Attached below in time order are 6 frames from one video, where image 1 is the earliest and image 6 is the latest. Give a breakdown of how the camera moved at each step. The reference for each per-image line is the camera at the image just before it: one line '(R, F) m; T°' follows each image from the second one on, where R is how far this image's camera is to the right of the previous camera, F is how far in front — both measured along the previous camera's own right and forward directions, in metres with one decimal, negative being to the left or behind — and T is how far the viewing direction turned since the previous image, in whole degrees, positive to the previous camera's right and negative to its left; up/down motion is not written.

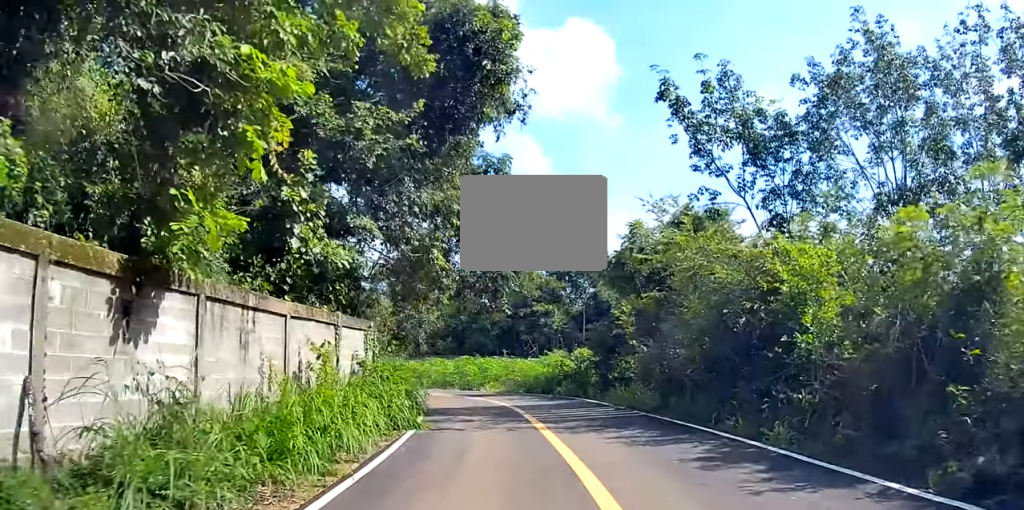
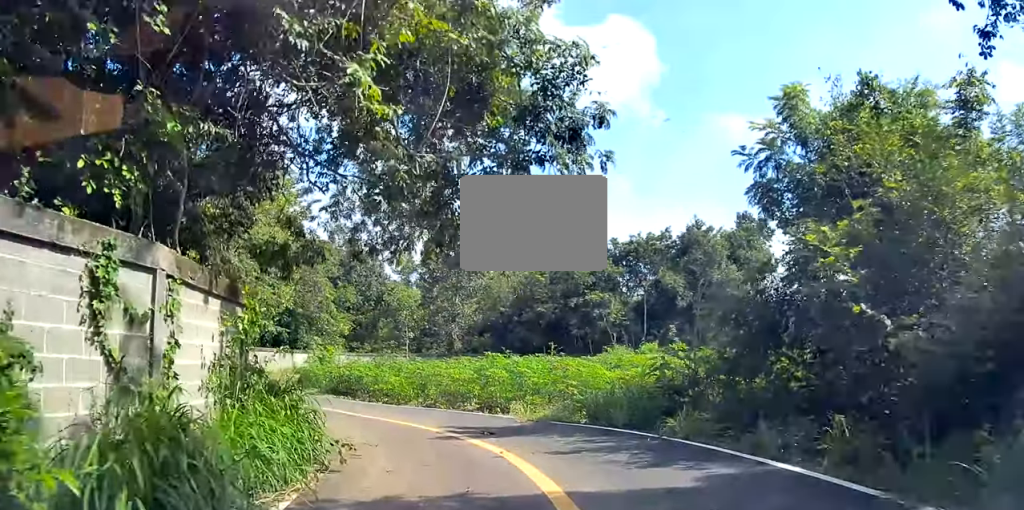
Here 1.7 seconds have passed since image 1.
(-0.8, +11.2) m; -14°
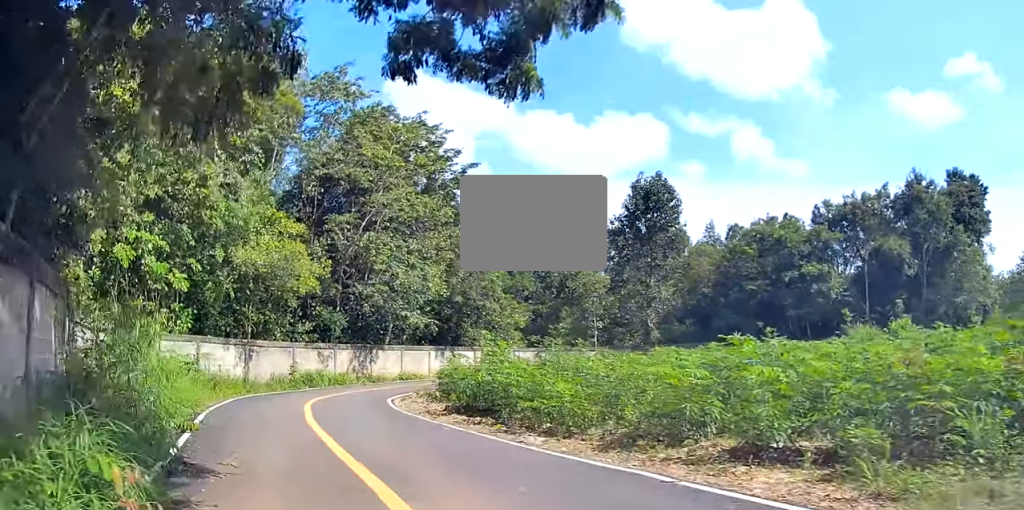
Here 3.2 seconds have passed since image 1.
(-0.3, +9.9) m; -2°
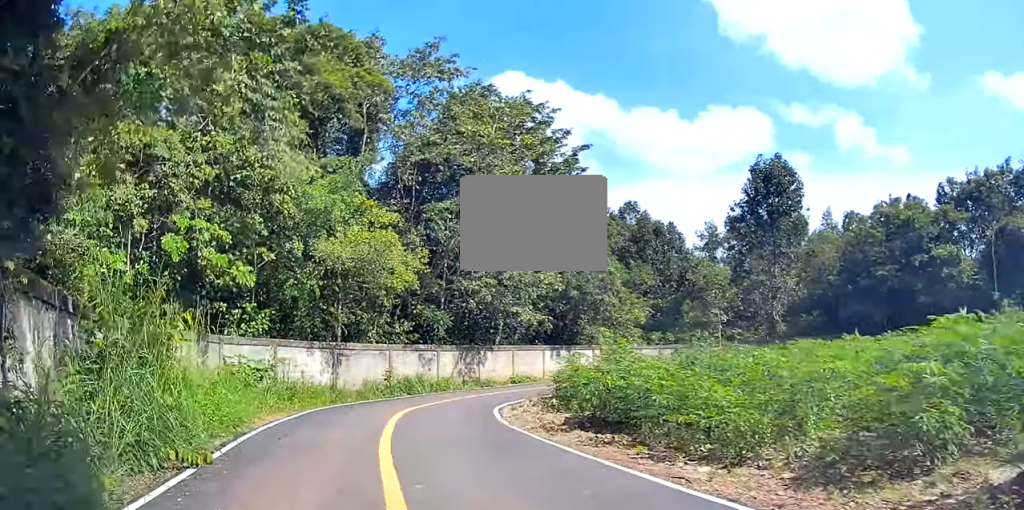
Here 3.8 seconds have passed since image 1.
(0.0, +3.8) m; -3°
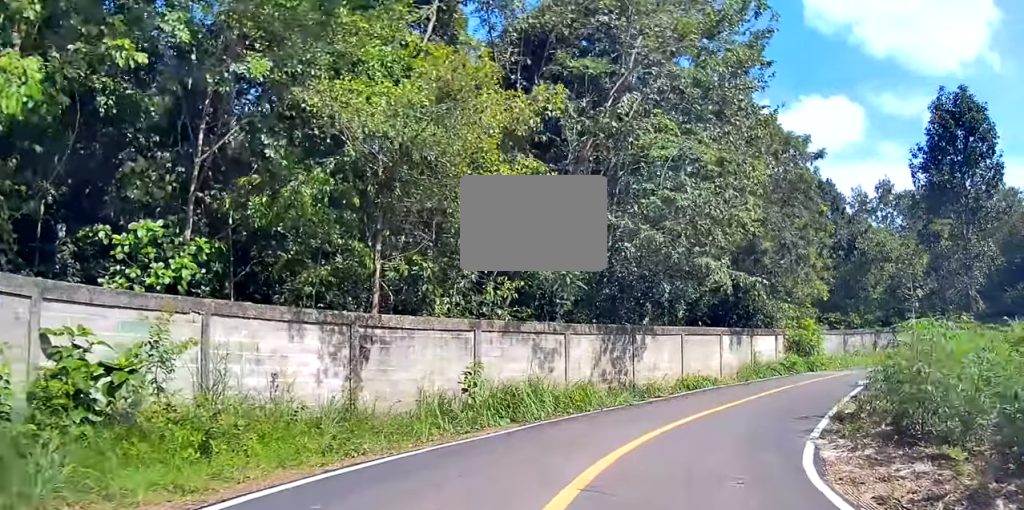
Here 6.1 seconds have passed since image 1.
(-1.5, +14.2) m; 0°
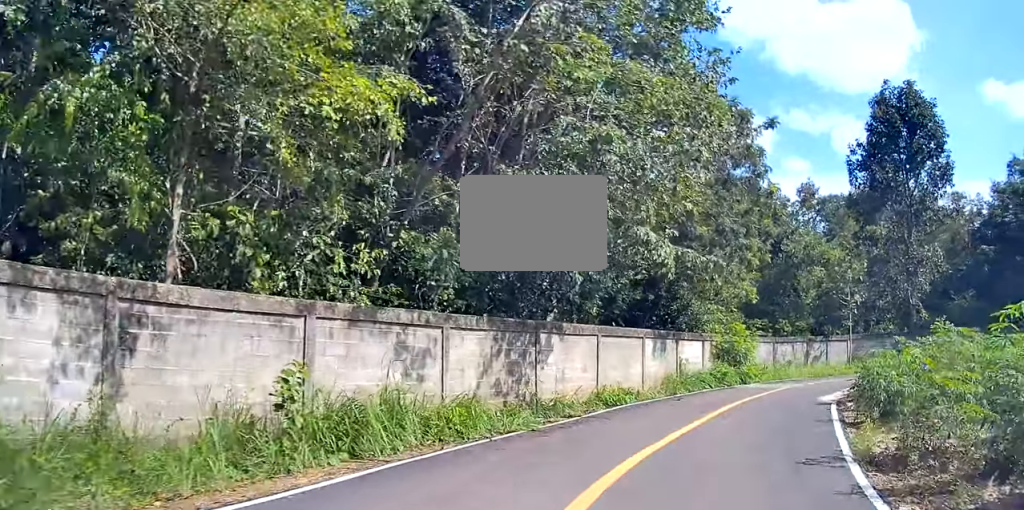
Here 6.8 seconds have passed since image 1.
(+0.2, +4.2) m; +4°
